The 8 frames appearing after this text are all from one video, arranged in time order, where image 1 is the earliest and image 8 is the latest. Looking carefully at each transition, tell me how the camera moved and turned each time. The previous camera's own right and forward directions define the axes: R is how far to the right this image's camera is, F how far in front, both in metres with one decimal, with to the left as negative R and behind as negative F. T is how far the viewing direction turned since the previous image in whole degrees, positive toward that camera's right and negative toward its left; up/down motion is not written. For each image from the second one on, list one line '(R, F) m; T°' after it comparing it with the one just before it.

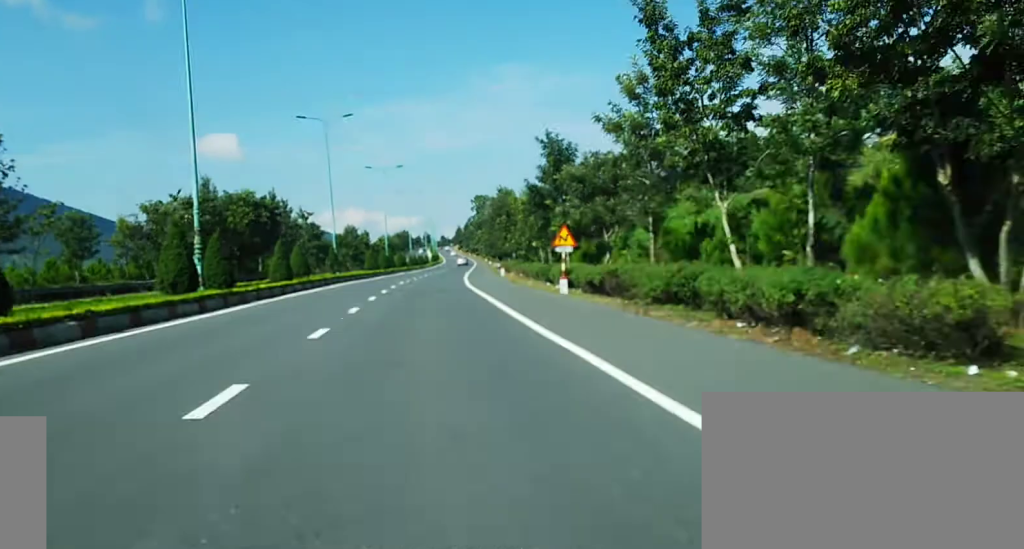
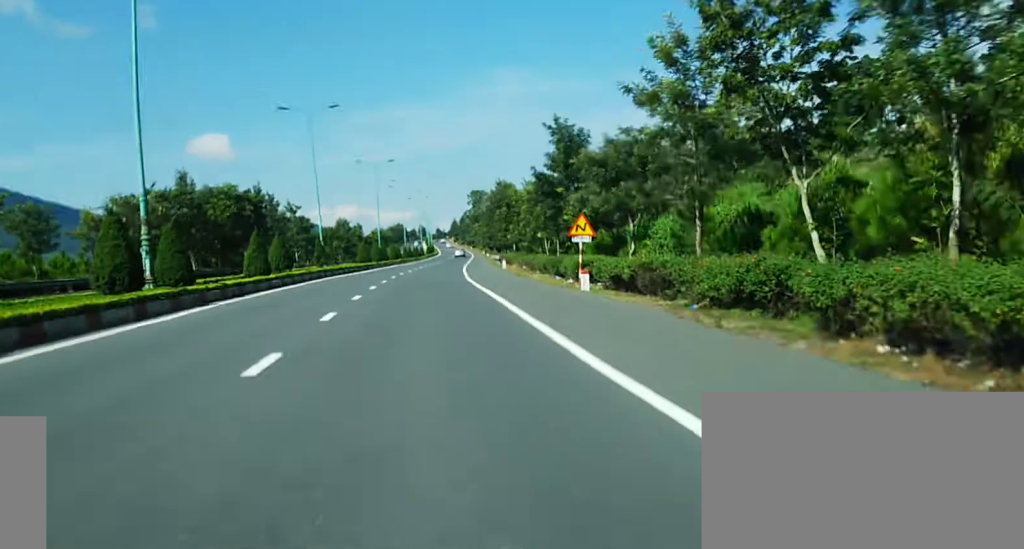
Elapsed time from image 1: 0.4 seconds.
(0.0, +8.0) m; +1°
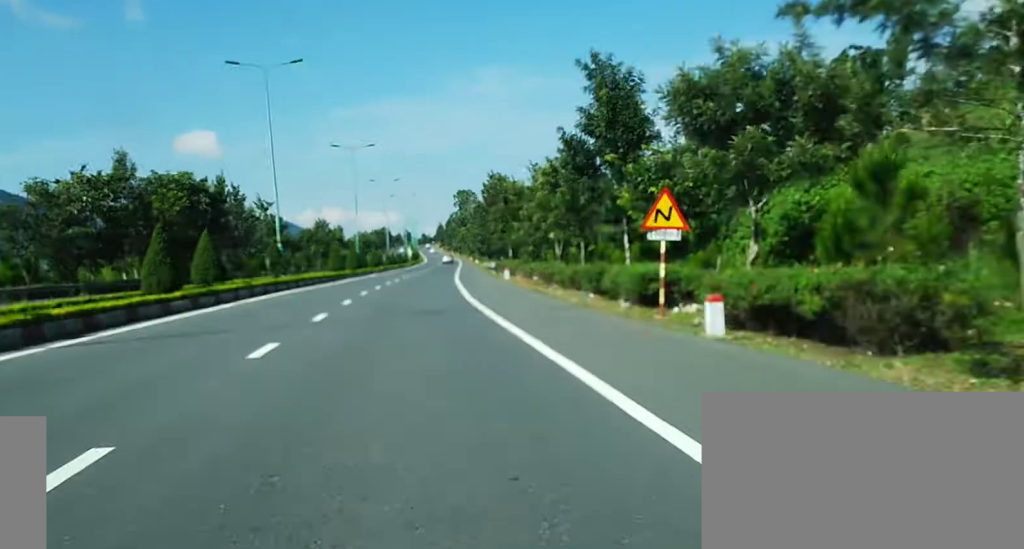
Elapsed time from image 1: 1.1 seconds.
(+0.2, +13.4) m; +1°
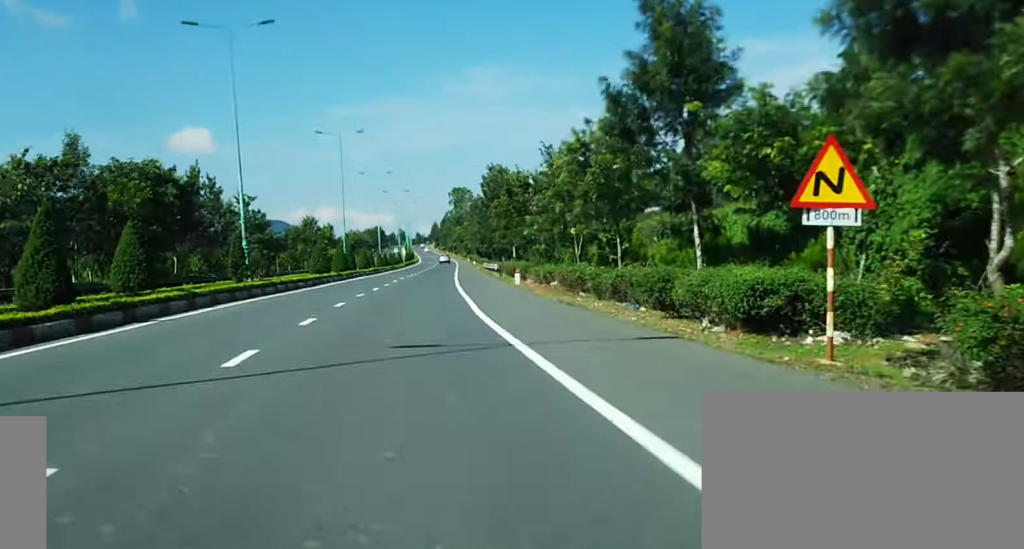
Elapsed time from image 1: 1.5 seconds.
(0.0, +8.0) m; 0°
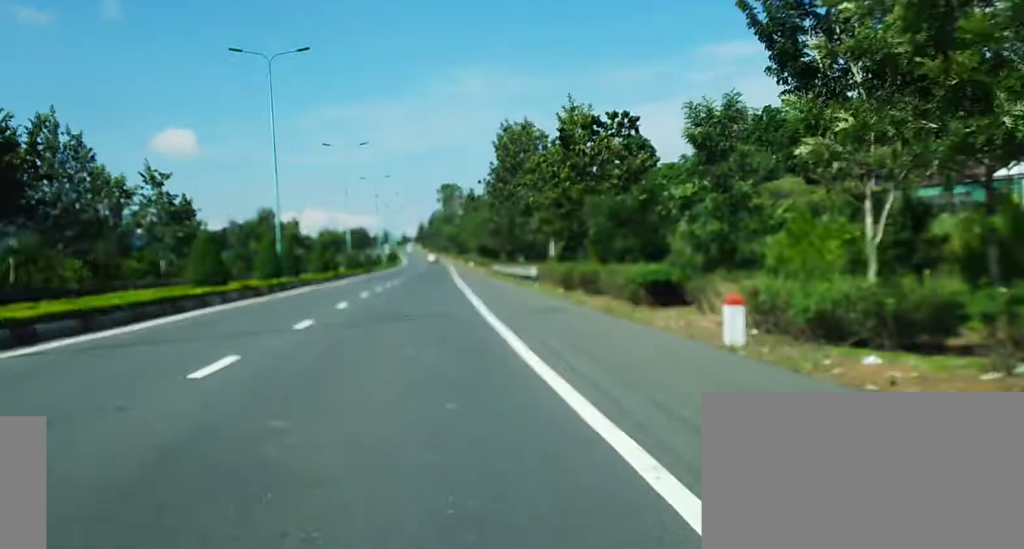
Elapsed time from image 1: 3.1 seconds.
(+0.3, +32.5) m; +1°
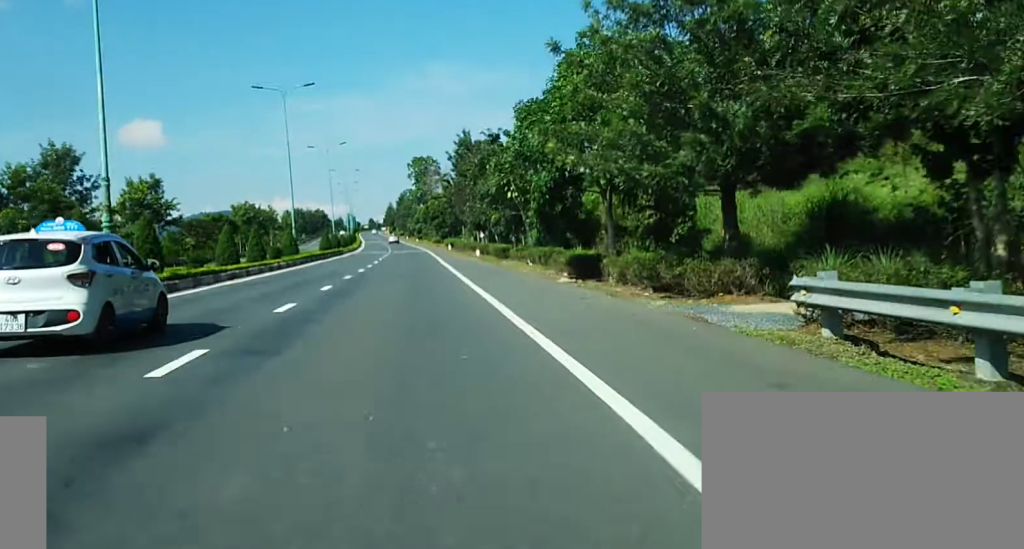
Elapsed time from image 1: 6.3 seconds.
(+0.2, +67.0) m; 0°
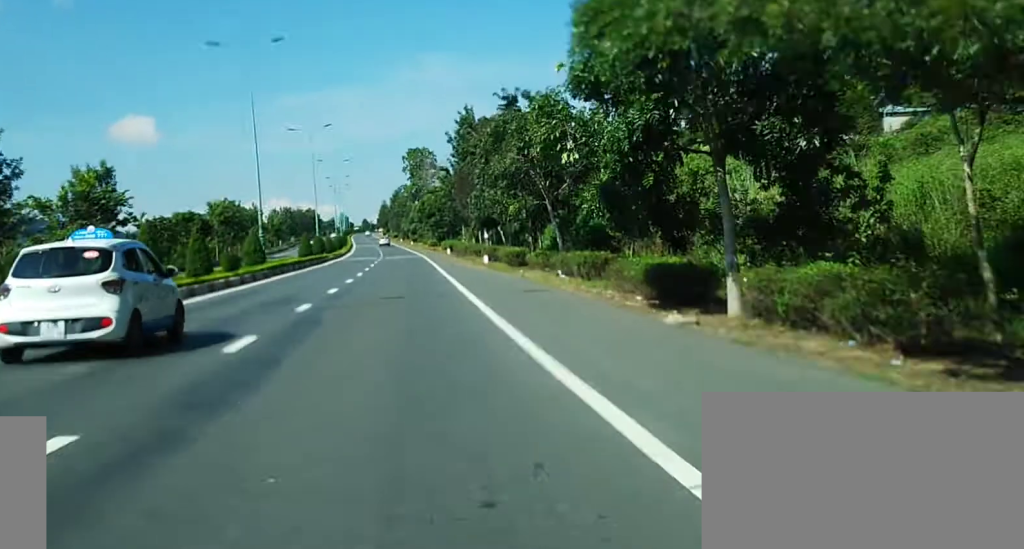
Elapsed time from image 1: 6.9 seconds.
(0.0, +11.4) m; 0°
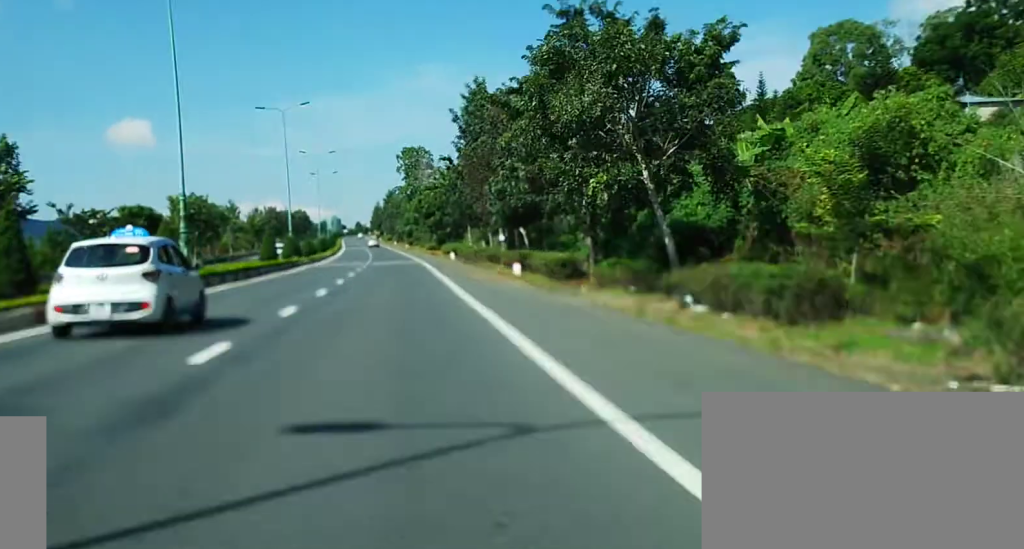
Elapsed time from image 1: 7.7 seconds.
(0.0, +17.1) m; 0°
